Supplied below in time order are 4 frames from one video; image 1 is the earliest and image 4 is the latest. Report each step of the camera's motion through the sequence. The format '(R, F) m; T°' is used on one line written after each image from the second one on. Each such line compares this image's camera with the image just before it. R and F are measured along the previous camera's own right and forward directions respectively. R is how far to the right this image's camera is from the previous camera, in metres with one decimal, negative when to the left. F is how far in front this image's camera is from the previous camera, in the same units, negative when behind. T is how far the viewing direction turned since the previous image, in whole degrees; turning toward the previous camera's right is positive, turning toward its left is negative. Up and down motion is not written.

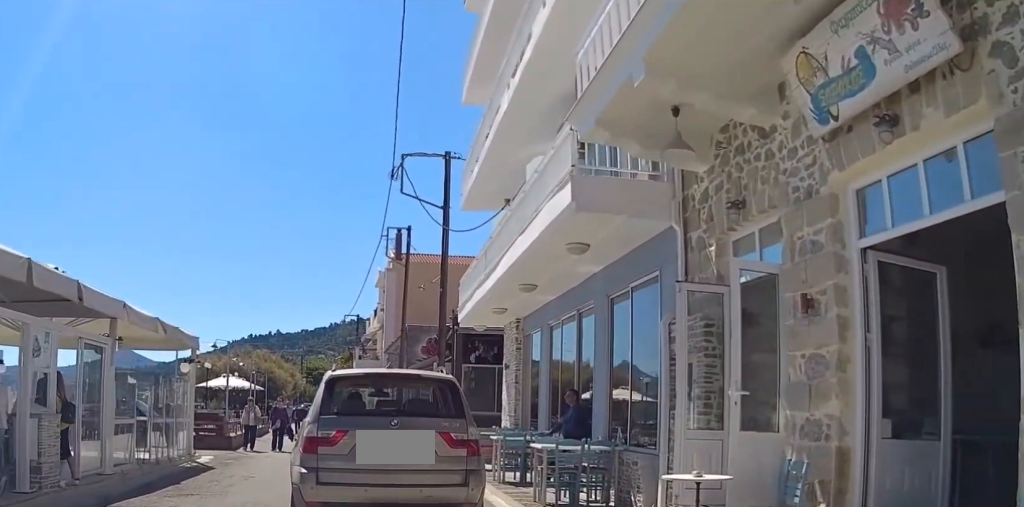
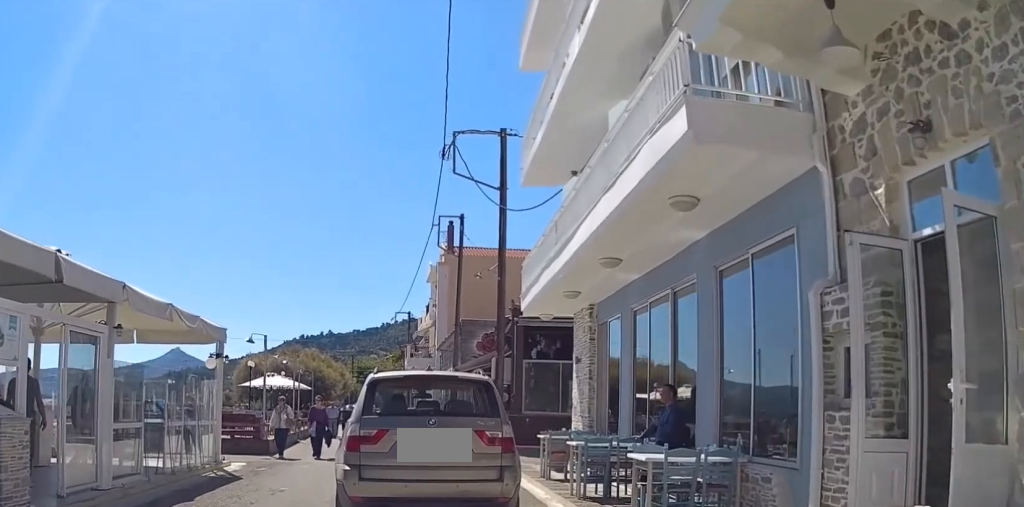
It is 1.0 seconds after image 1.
(0.0, +2.2) m; -2°
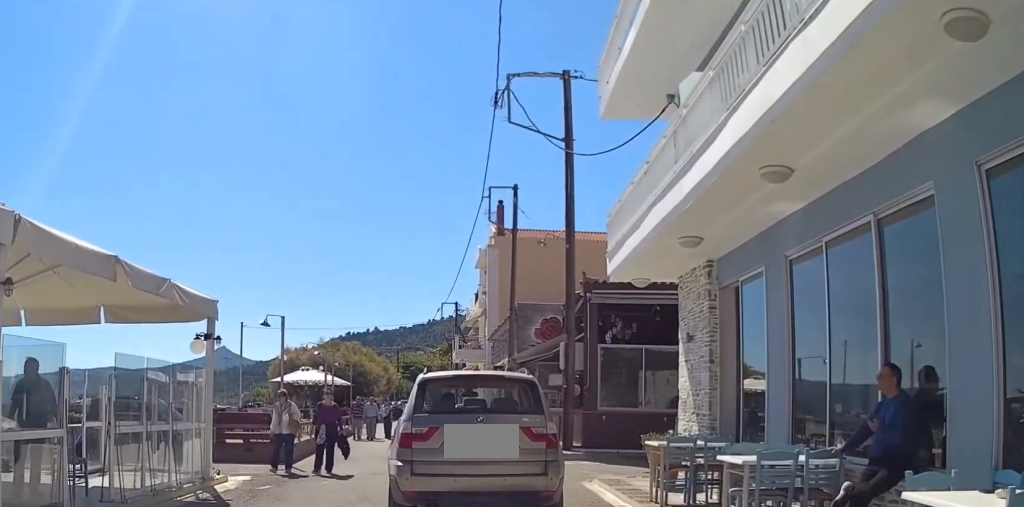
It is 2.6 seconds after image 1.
(-0.4, +3.6) m; -13°
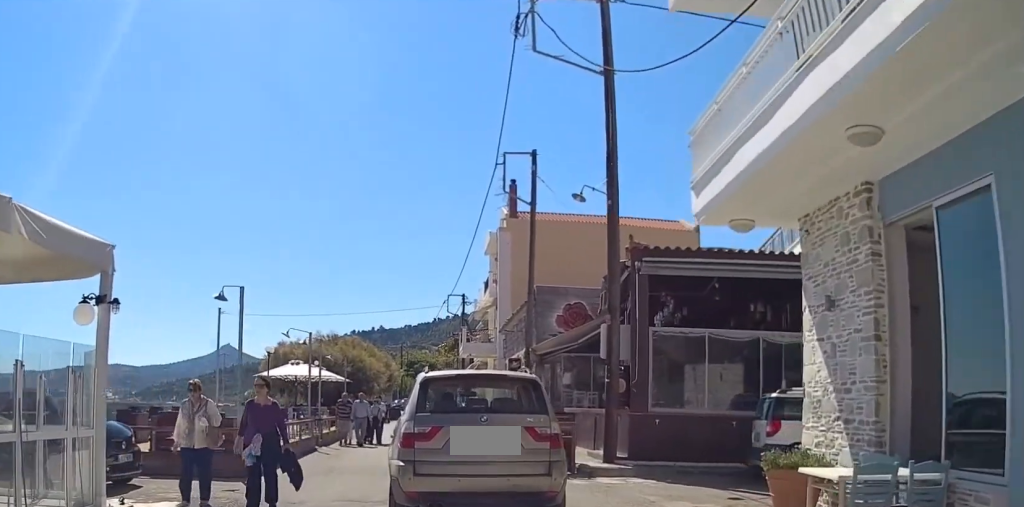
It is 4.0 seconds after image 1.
(0.0, +3.8) m; -4°
